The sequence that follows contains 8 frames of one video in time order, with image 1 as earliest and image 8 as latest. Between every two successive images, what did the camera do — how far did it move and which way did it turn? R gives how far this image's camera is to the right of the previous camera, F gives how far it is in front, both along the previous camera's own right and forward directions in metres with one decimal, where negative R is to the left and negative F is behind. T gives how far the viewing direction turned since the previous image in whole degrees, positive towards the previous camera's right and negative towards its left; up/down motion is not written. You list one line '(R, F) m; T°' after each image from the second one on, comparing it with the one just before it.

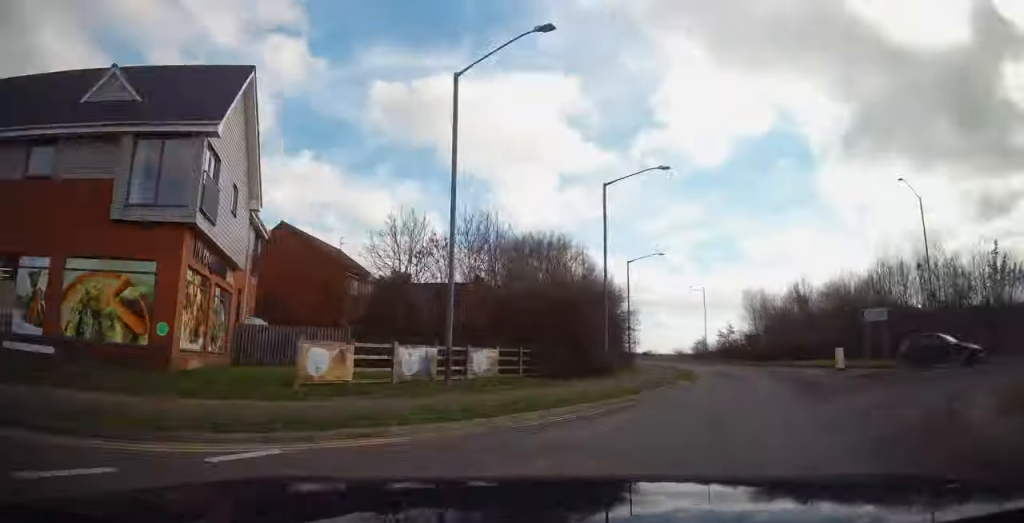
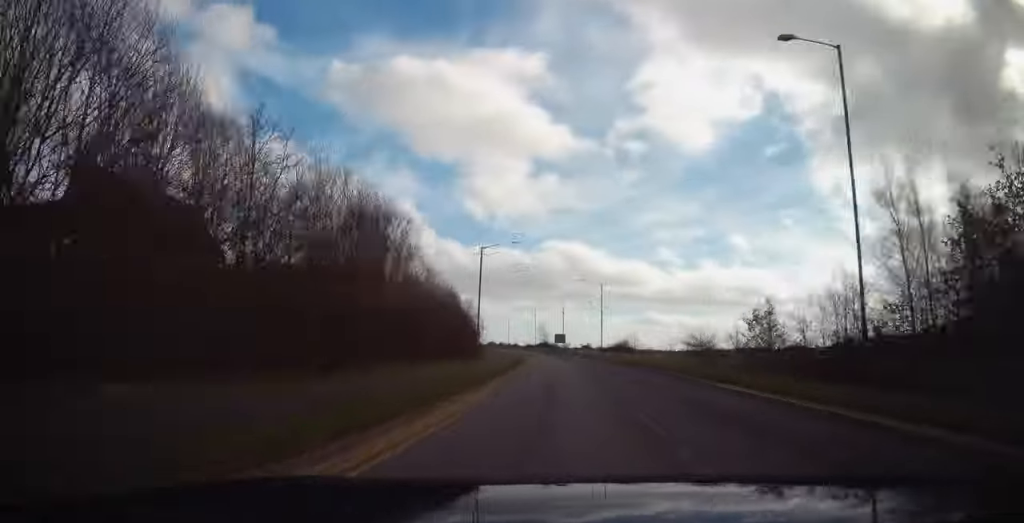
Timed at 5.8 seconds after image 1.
(-0.8, +83.9) m; -6°
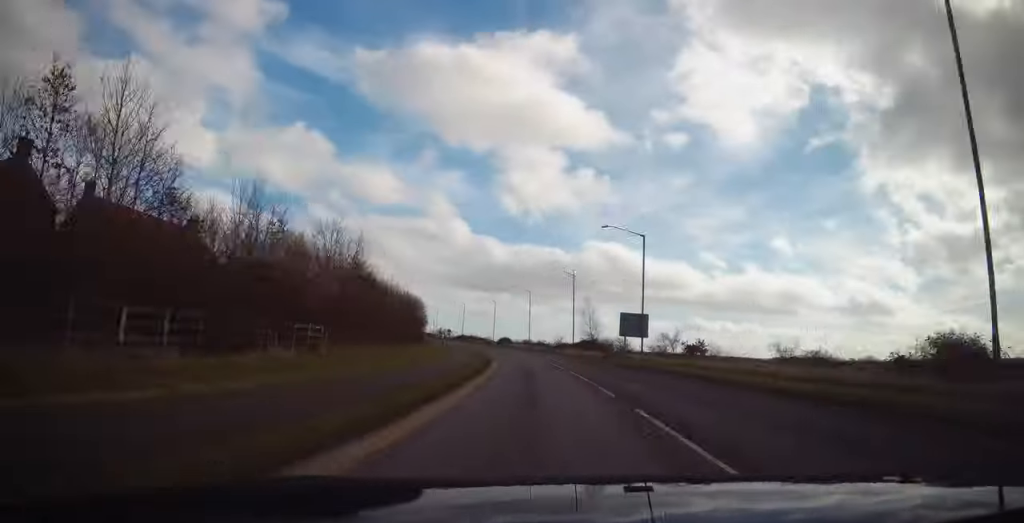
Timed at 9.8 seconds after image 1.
(-3.1, +59.9) m; -9°
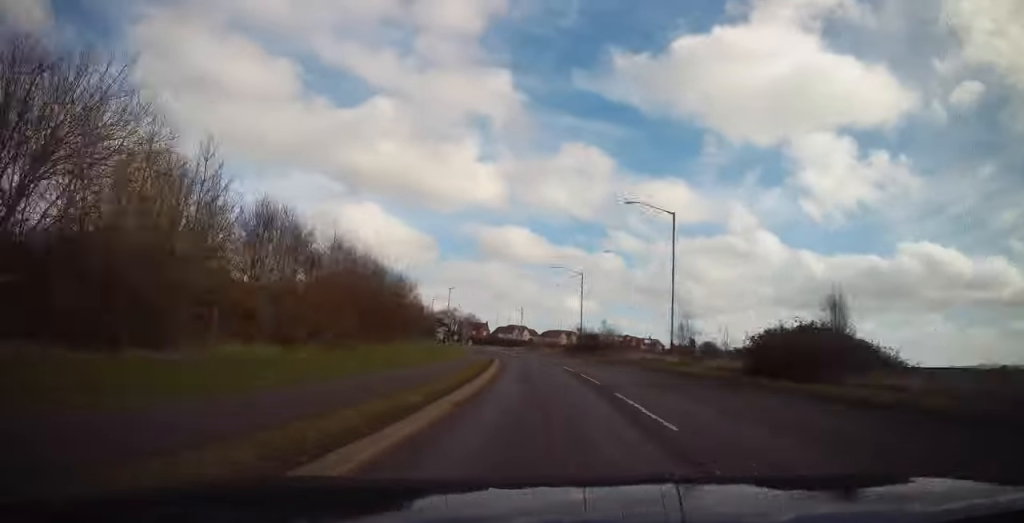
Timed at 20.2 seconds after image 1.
(-37.0, +152.2) m; -29°
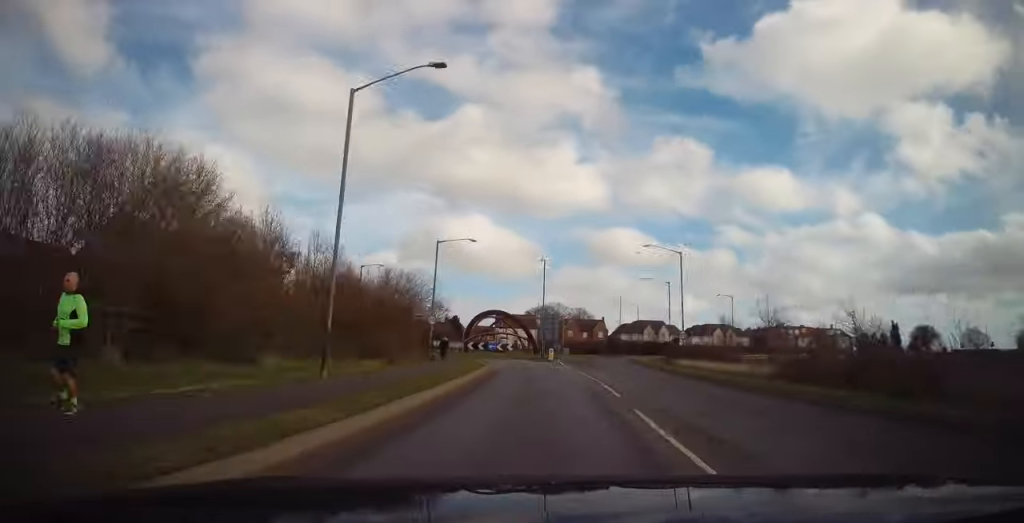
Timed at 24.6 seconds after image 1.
(-7.7, +56.1) m; -11°
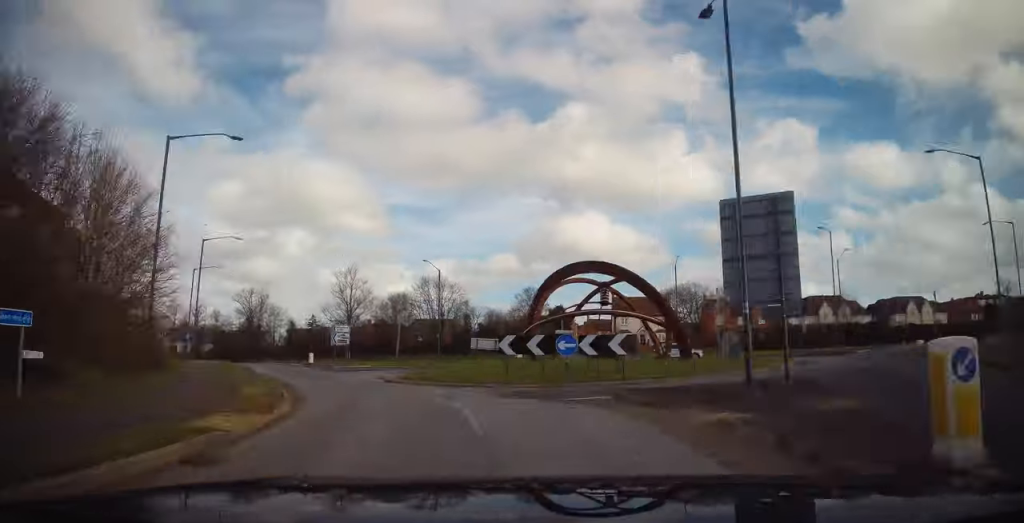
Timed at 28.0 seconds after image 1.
(-3.0, +39.8) m; +7°
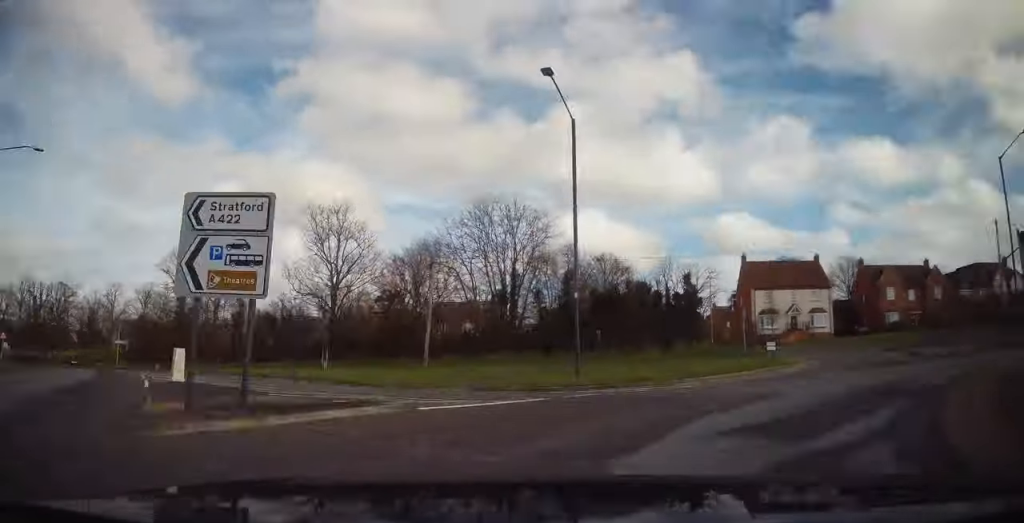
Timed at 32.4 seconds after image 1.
(-13.0, +44.1) m; +28°
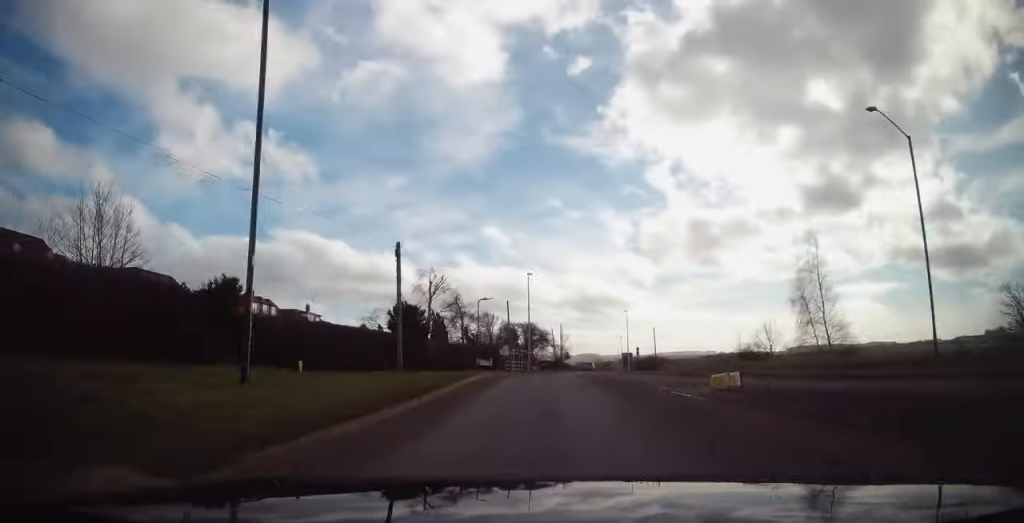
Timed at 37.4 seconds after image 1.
(+37.9, +41.9) m; +39°
